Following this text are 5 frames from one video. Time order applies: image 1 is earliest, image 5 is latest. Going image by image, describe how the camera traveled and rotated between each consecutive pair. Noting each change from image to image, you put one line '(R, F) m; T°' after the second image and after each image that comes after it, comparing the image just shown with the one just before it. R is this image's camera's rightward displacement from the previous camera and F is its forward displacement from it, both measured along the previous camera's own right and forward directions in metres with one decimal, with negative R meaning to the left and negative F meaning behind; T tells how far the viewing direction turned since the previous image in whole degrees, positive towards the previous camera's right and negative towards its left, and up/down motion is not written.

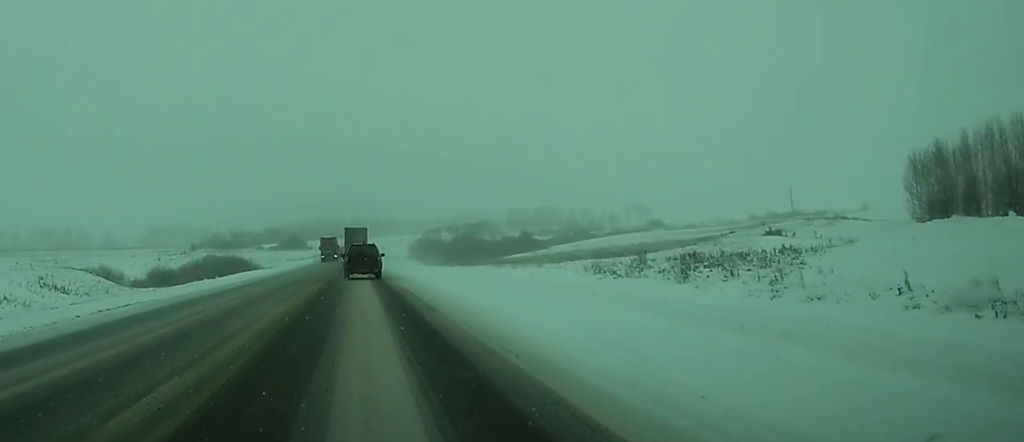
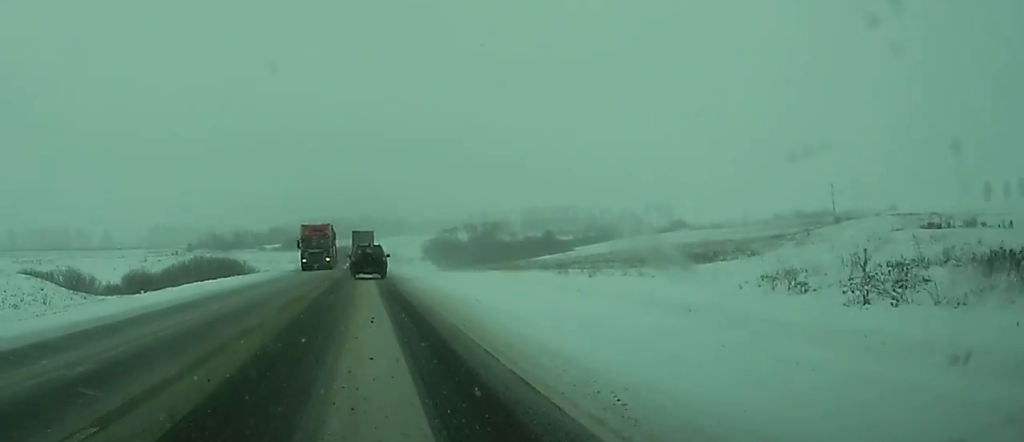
(-0.2, +26.6) m; -1°
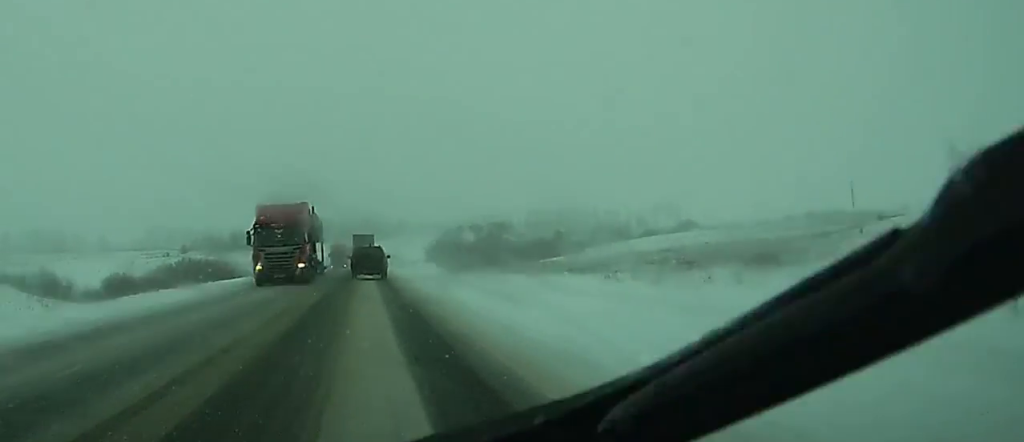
(0.0, +13.7) m; 0°
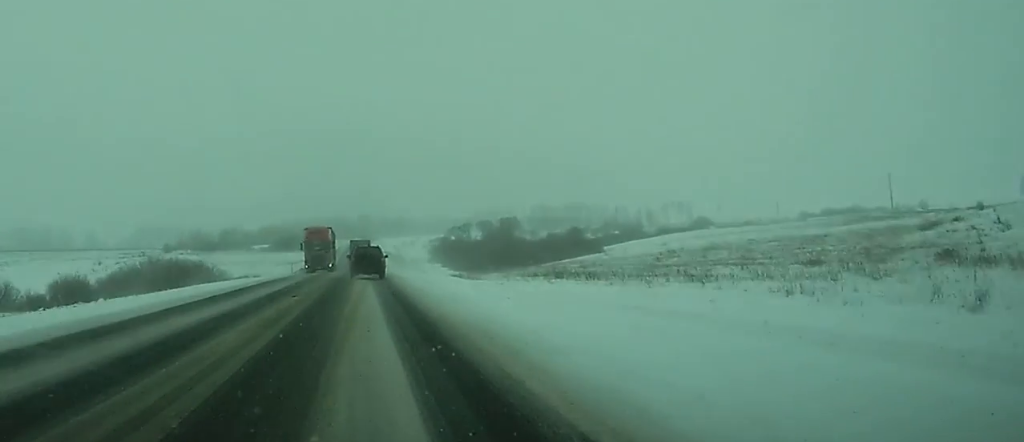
(0.0, +26.4) m; 0°
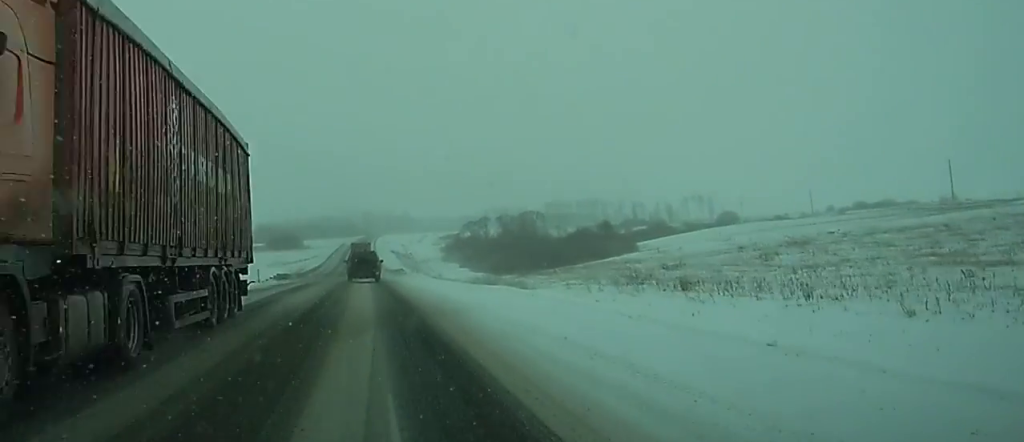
(-0.2, +32.2) m; -1°
